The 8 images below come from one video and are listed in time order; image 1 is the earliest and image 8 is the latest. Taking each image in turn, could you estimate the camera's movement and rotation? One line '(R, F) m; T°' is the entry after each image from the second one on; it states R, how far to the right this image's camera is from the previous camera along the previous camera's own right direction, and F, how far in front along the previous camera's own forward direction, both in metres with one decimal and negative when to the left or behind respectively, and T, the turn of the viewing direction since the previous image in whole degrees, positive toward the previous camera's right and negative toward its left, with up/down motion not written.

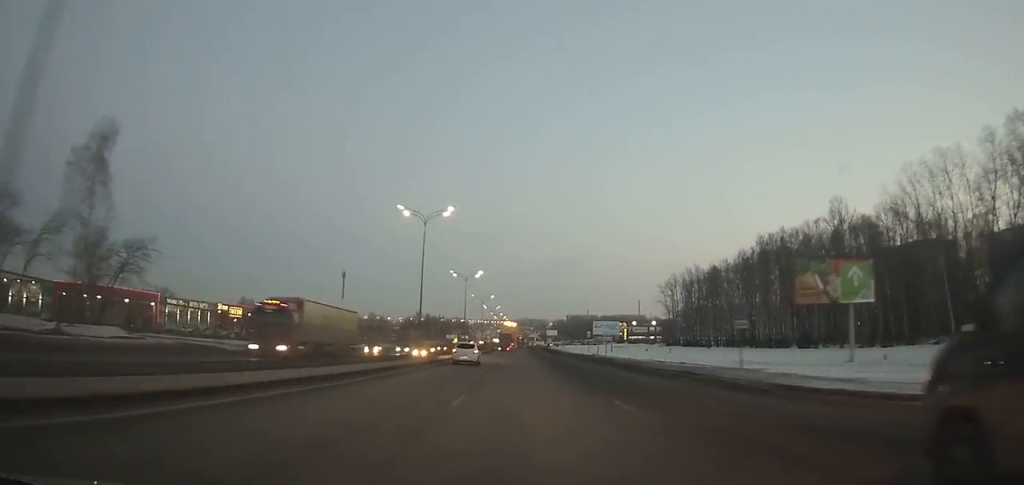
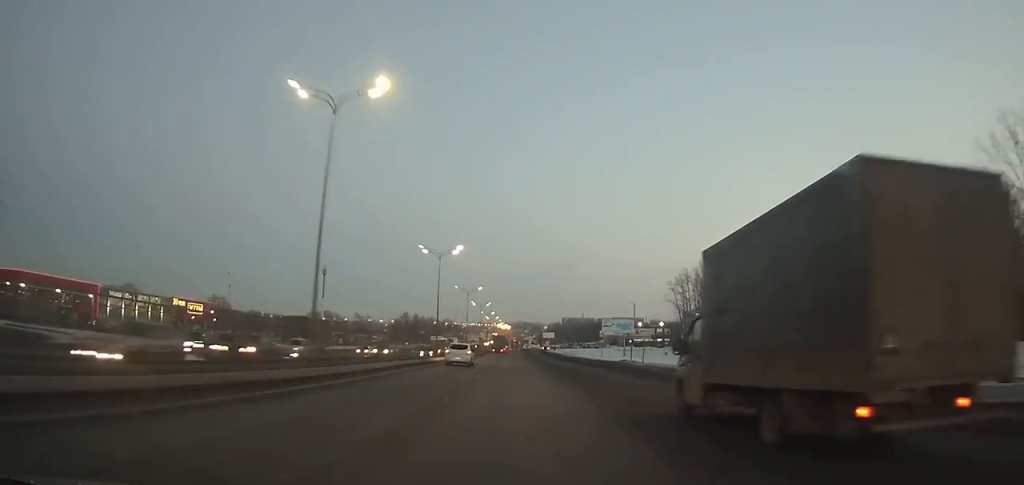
(-0.1, +23.3) m; 0°
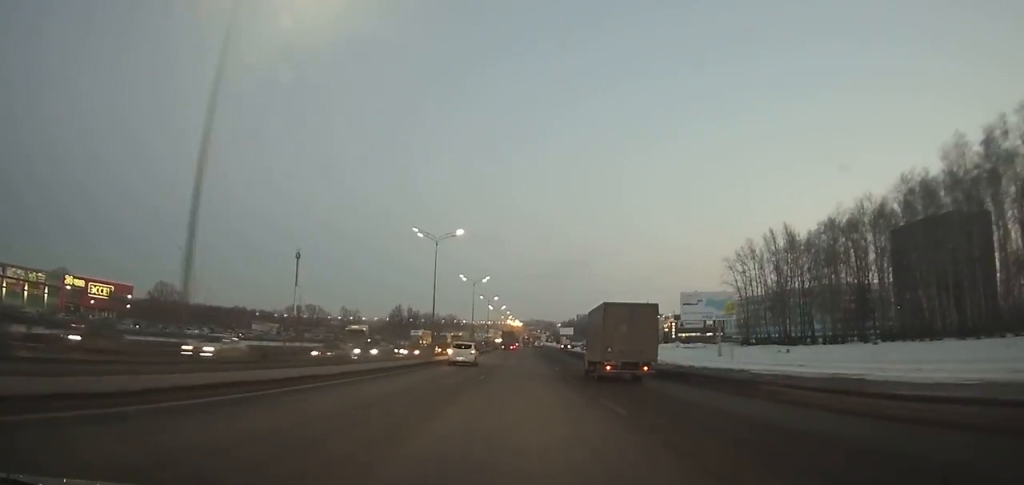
(-0.4, +49.1) m; 0°
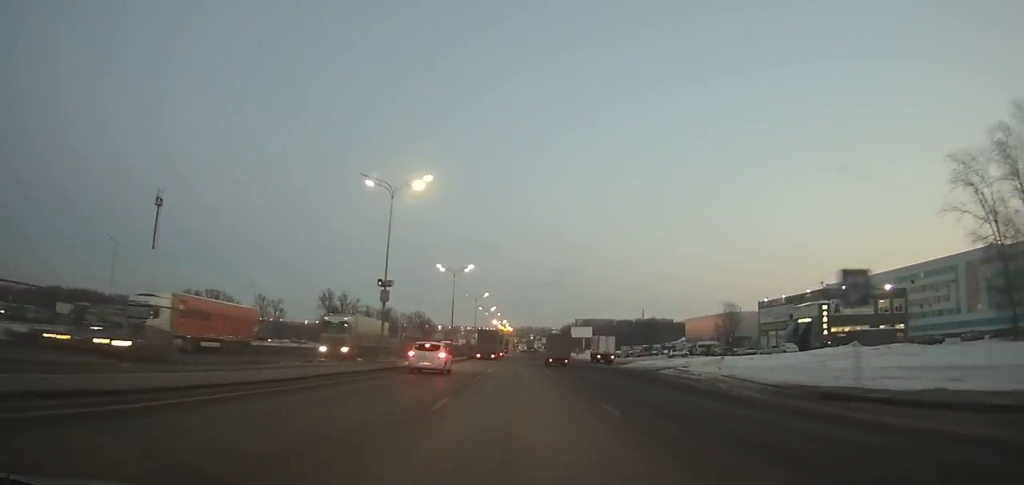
(+0.5, +92.8) m; 0°
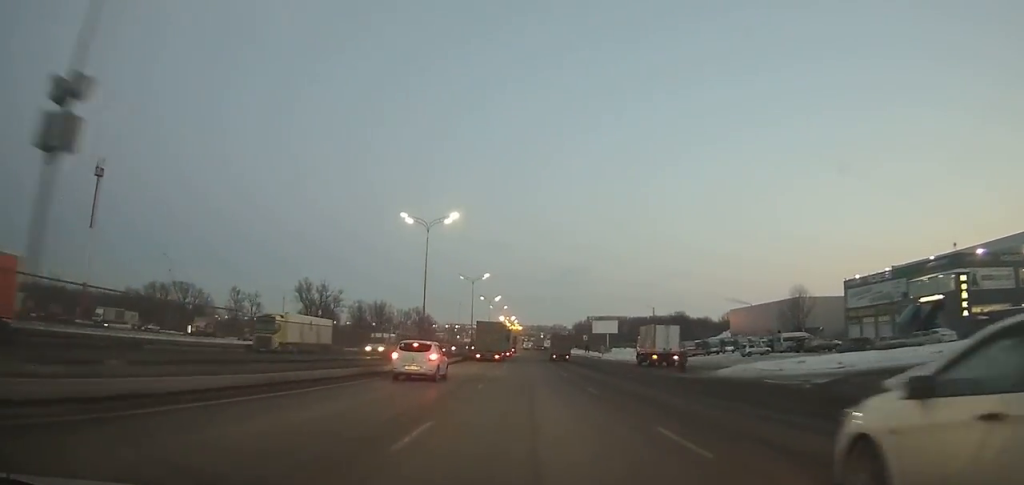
(0.0, +28.8) m; 0°
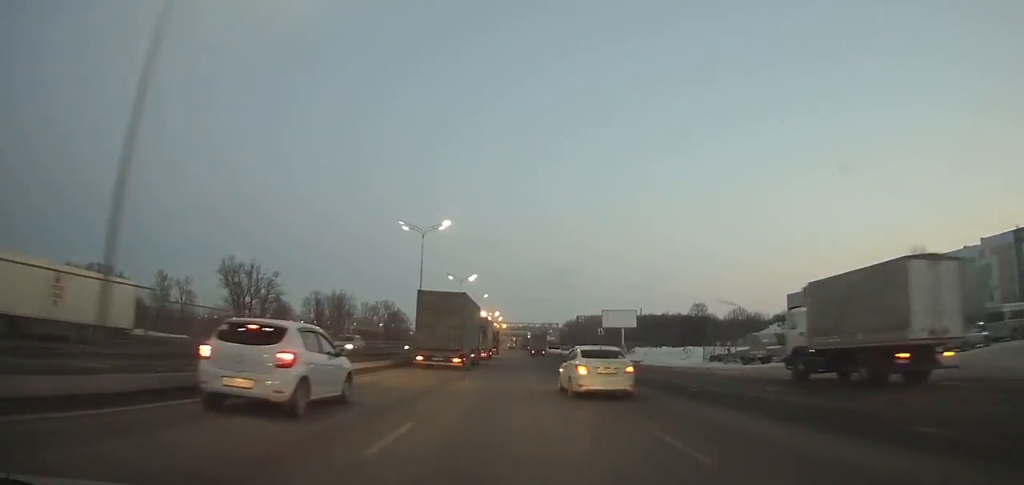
(+0.1, +37.2) m; 0°
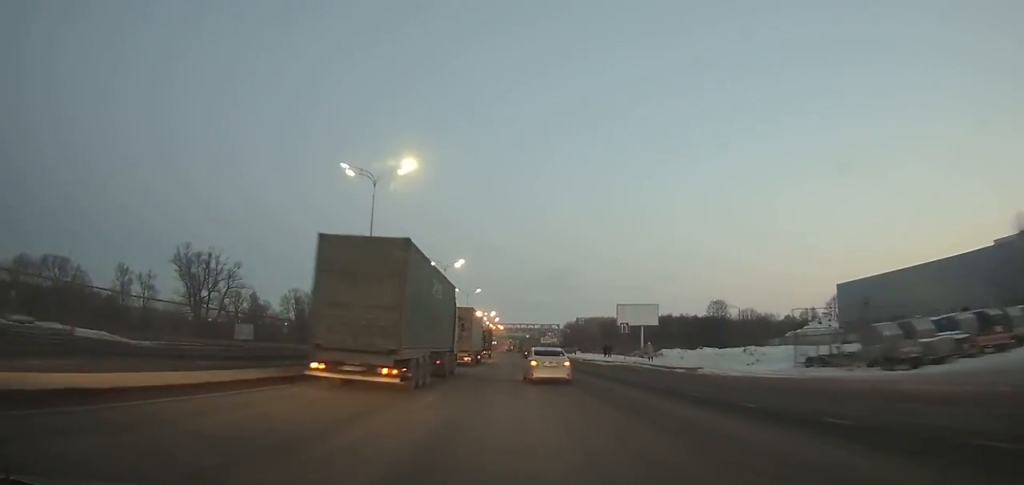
(+0.1, +18.0) m; 0°
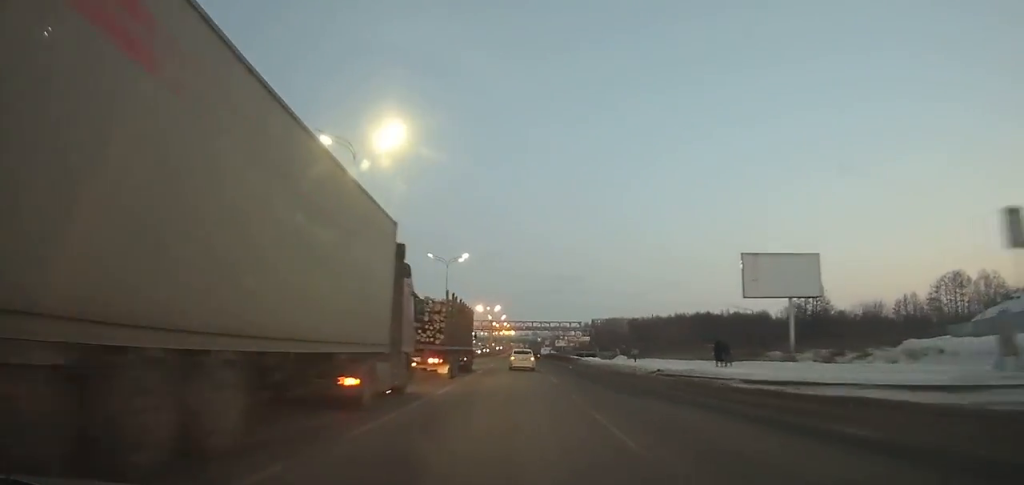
(-0.4, +45.5) m; 0°
